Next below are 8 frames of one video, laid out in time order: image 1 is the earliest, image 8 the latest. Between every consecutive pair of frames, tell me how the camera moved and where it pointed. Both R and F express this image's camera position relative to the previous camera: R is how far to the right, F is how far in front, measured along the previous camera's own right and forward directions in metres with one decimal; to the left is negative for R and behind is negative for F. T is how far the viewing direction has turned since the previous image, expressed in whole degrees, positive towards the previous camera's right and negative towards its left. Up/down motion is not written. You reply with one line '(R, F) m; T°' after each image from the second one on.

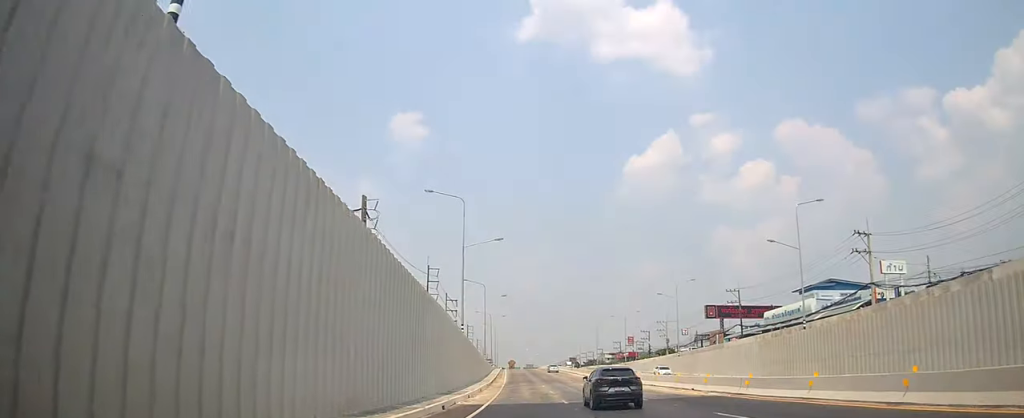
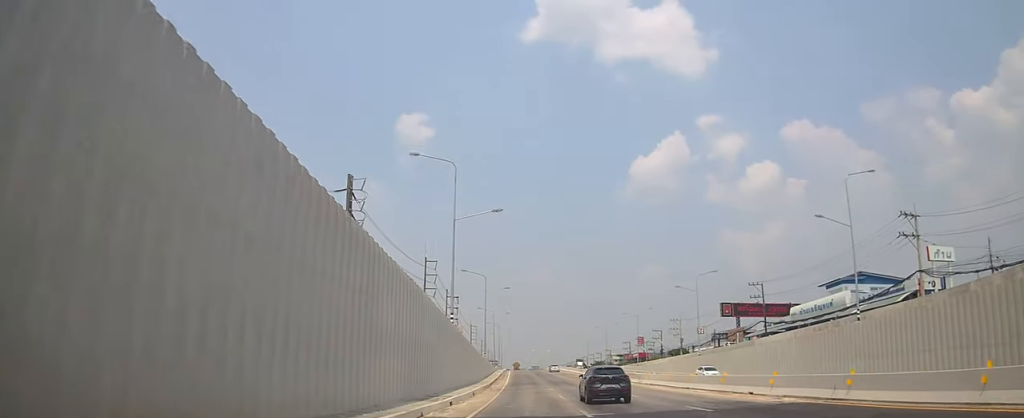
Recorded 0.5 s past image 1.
(+0.1, +8.3) m; +1°
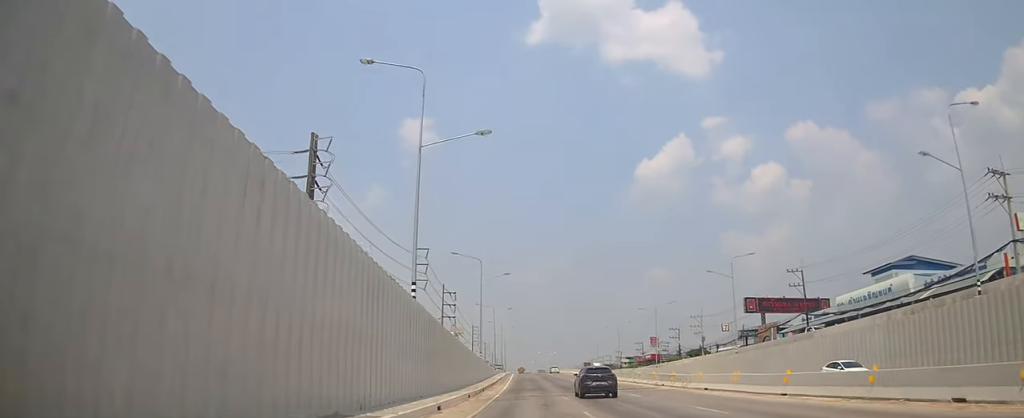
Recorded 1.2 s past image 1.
(+0.2, +12.8) m; -2°
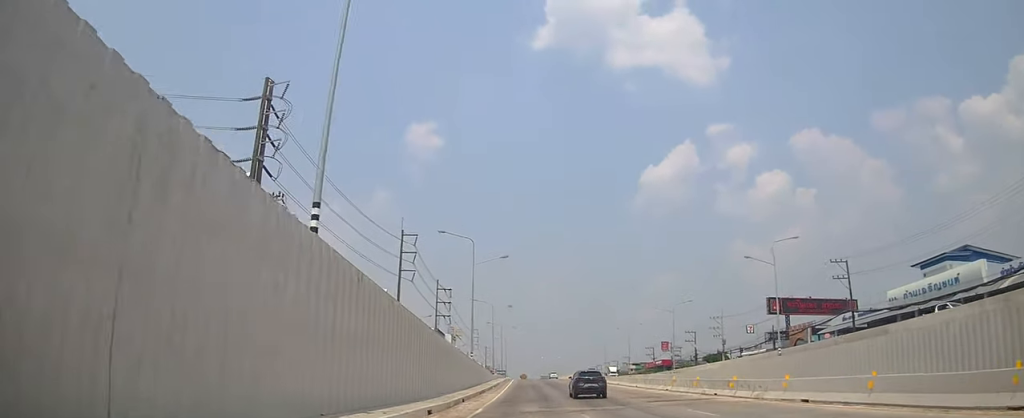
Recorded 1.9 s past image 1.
(-0.5, +11.3) m; 0°
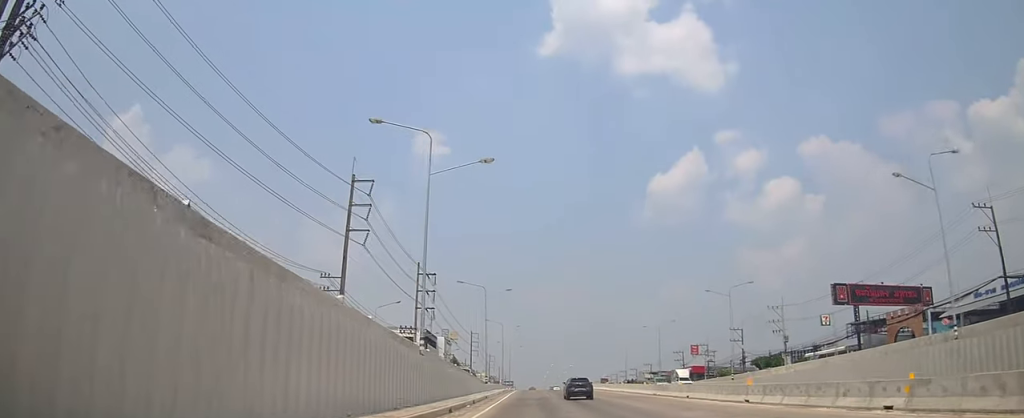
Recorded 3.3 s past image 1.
(+0.3, +24.4) m; 0°
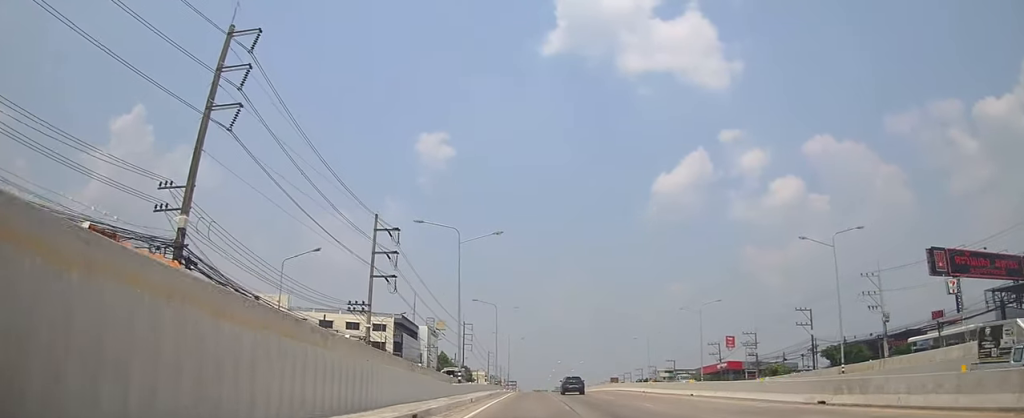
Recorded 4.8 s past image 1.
(-1.1, +25.3) m; -3°
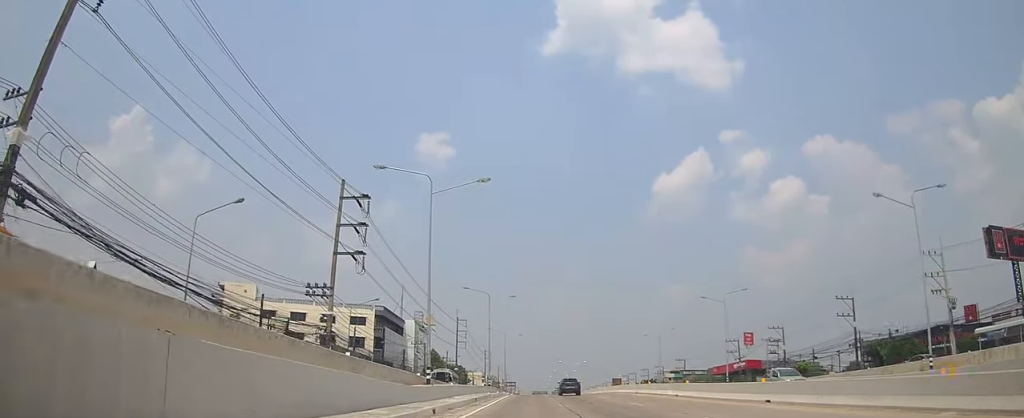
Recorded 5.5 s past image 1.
(0.0, +11.4) m; 0°
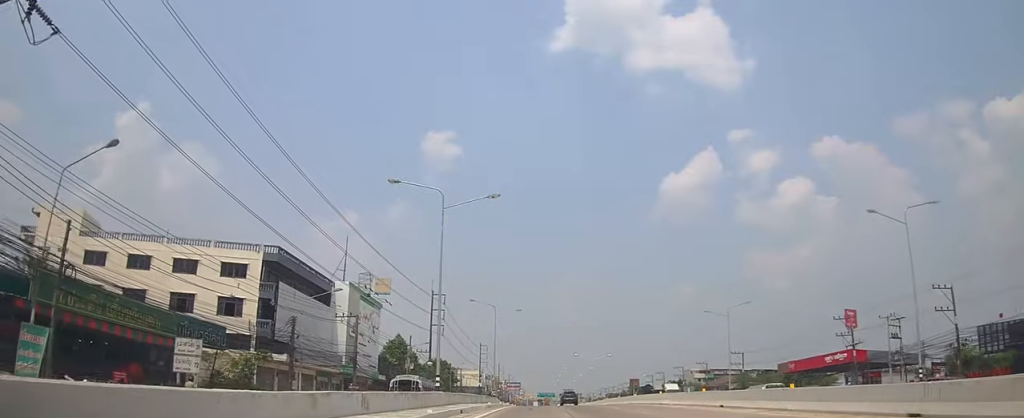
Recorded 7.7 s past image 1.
(-0.1, +38.5) m; 0°
